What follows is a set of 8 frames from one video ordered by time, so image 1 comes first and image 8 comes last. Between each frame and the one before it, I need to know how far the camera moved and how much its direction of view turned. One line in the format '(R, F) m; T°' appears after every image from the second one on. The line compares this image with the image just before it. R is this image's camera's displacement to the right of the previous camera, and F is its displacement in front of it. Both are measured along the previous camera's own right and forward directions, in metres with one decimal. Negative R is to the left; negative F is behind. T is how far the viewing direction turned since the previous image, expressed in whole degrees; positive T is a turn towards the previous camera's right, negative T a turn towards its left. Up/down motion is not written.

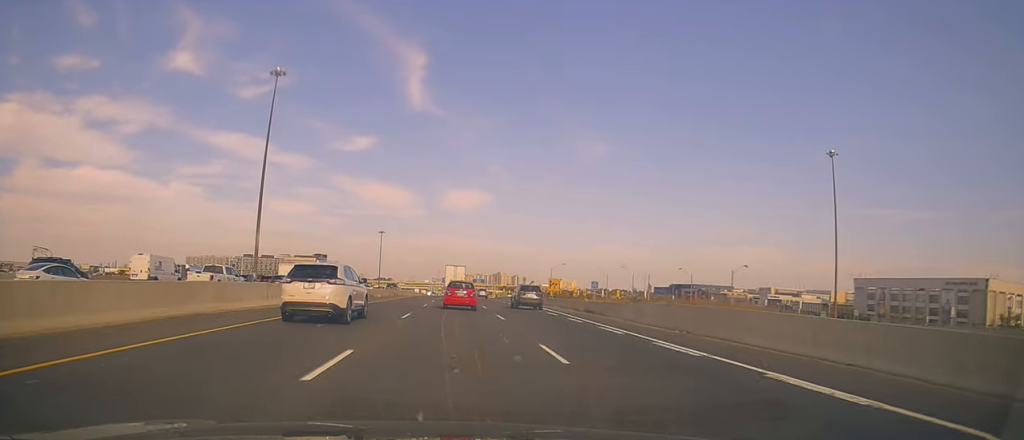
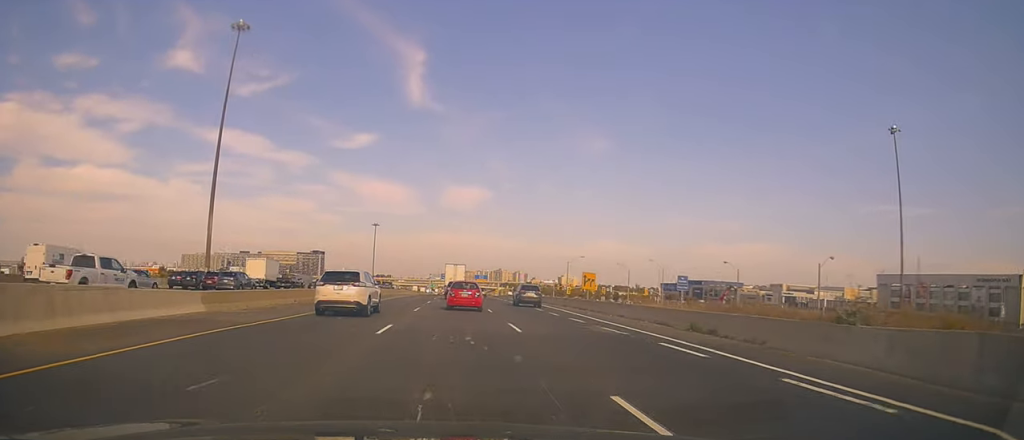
(+0.8, +18.2) m; +2°
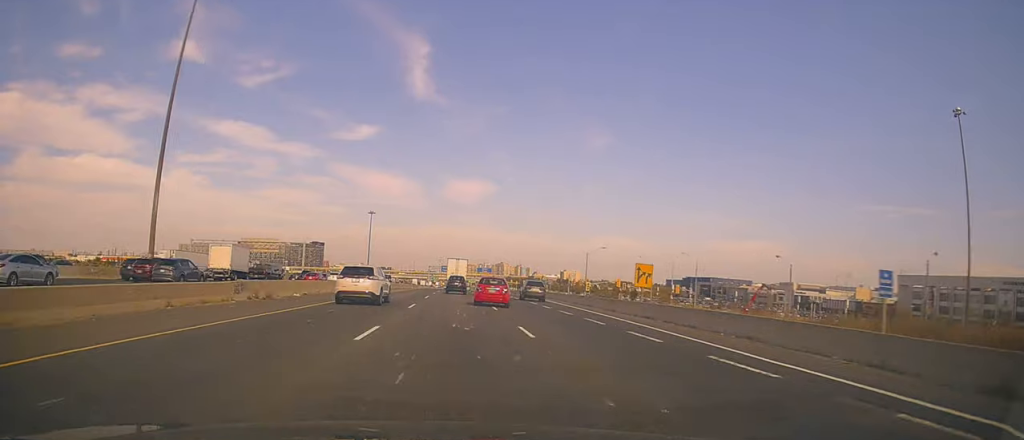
(-0.2, +15.0) m; -2°
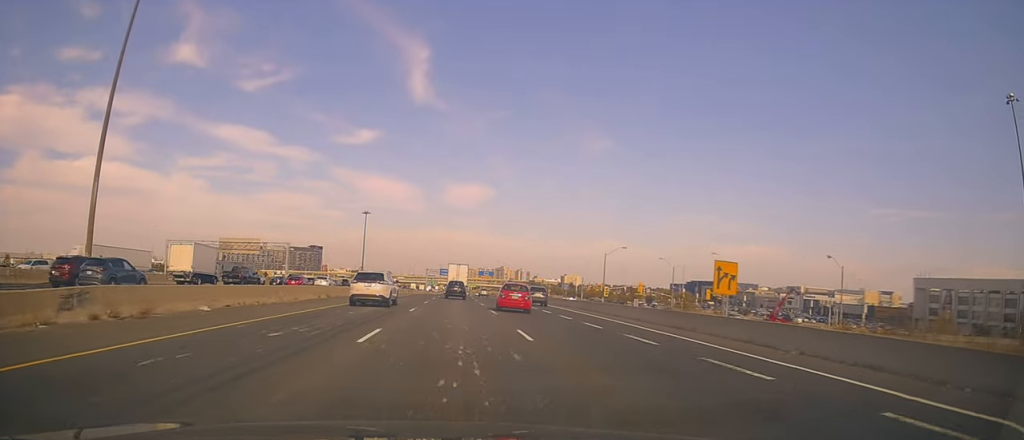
(-0.3, +11.6) m; -1°
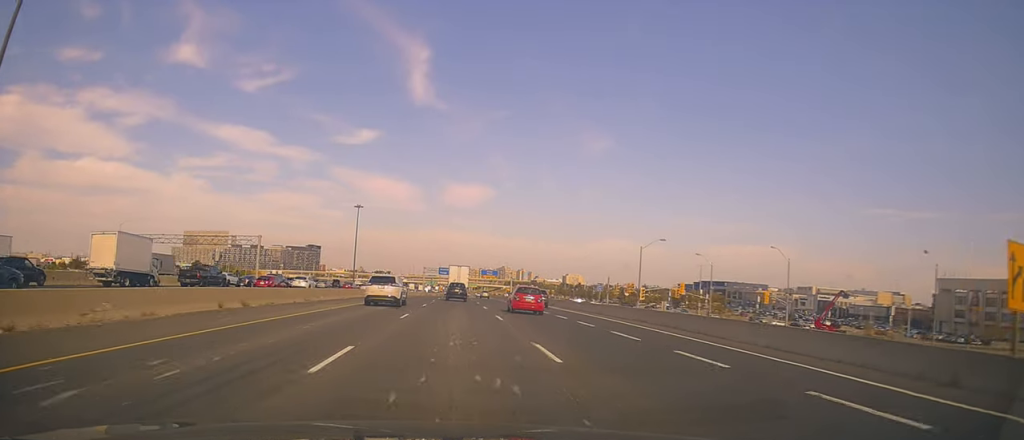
(-0.1, +15.8) m; +1°
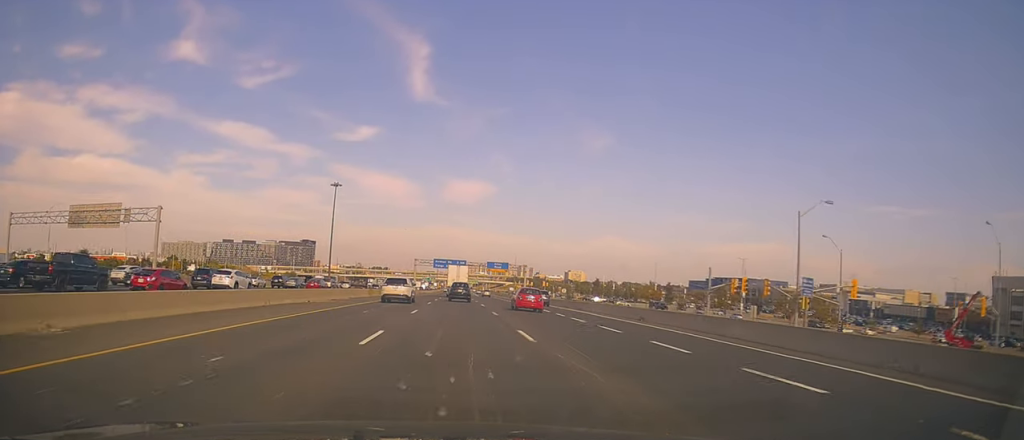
(+1.2, +31.8) m; +1°
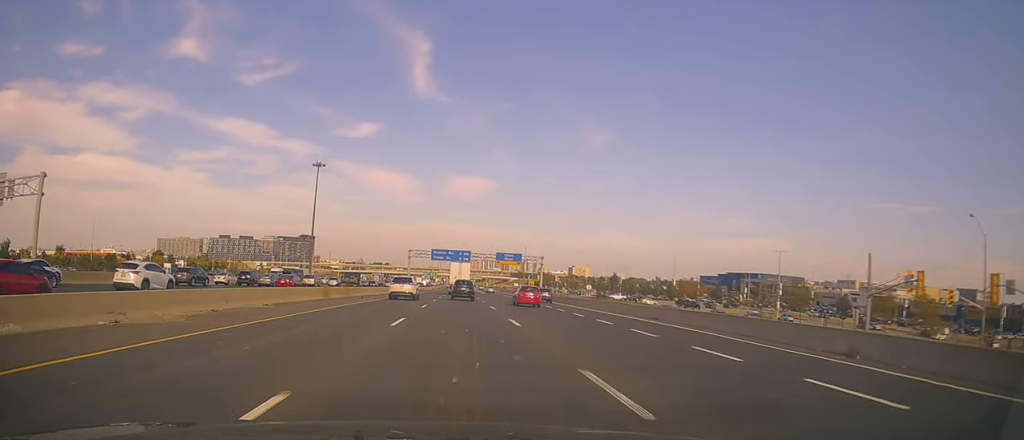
(-0.4, +20.4) m; -1°
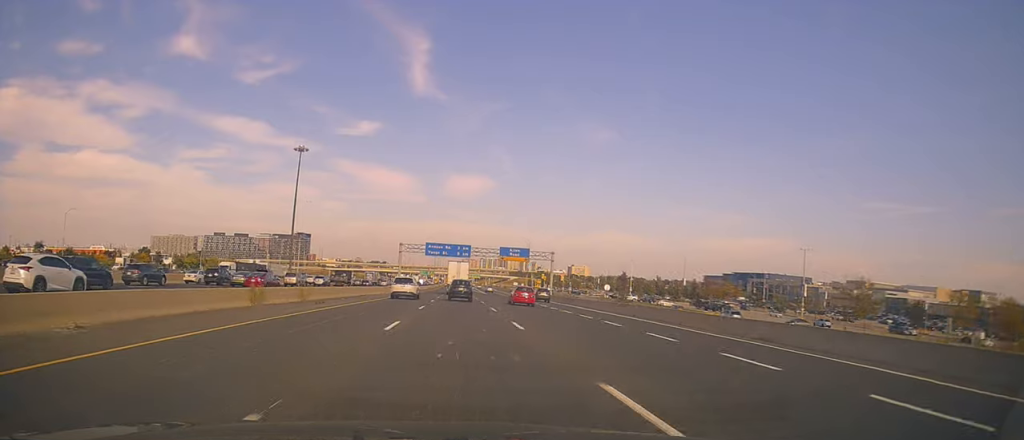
(+0.1, +13.7) m; 0°
